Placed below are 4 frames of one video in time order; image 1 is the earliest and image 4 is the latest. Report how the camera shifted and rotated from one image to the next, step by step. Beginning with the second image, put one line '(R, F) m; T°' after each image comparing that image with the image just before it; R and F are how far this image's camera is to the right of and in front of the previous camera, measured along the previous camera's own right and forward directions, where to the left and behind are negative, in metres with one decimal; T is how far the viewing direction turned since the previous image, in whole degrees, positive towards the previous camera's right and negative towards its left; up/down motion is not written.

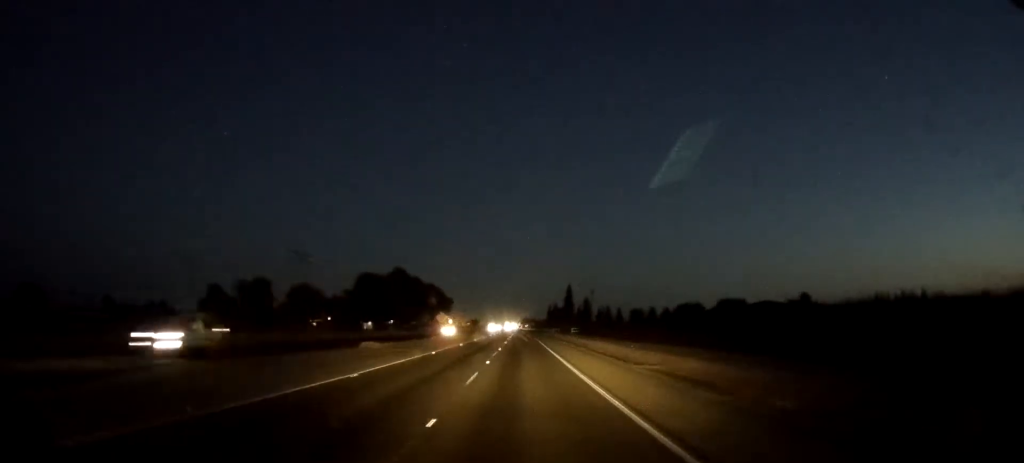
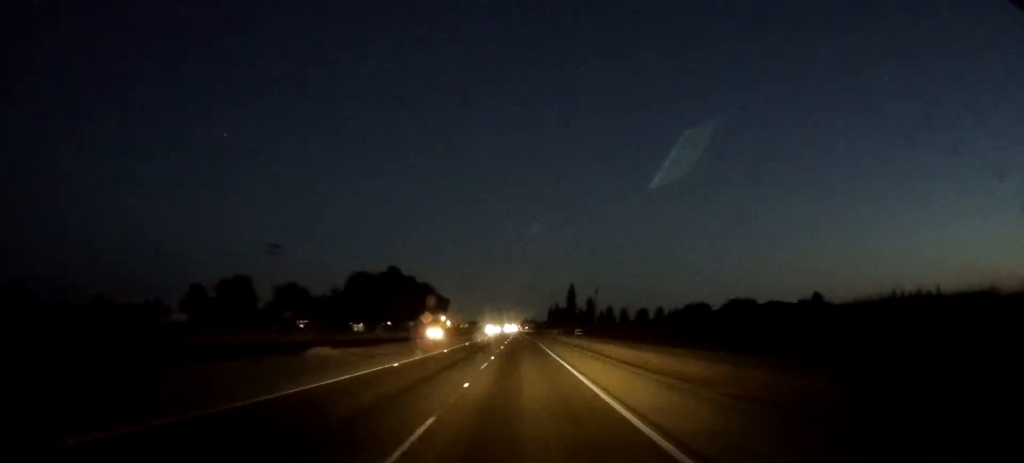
(0.0, +9.2) m; 0°
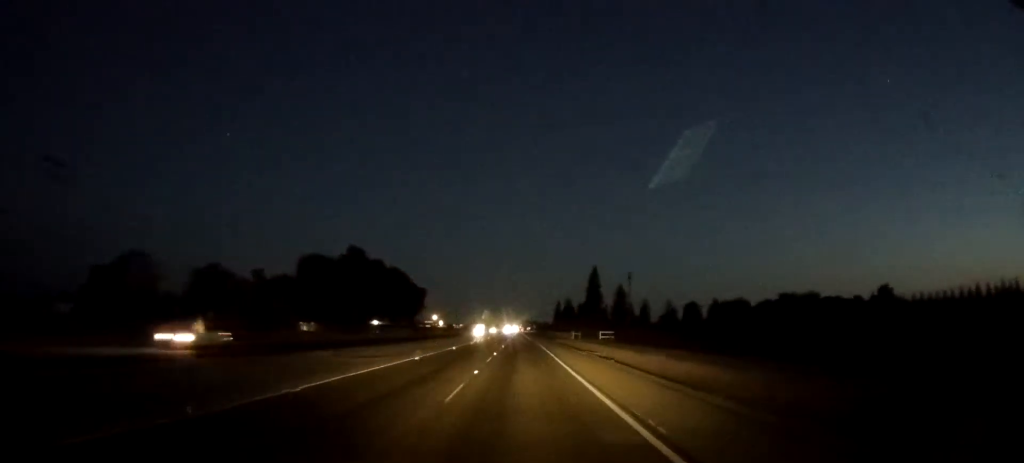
(+1.0, +38.9) m; +2°
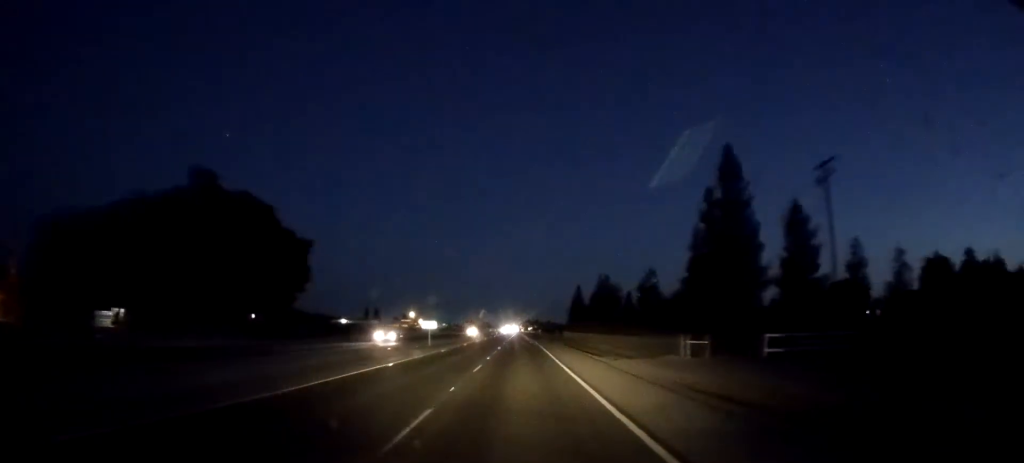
(-1.8, +63.5) m; -1°
